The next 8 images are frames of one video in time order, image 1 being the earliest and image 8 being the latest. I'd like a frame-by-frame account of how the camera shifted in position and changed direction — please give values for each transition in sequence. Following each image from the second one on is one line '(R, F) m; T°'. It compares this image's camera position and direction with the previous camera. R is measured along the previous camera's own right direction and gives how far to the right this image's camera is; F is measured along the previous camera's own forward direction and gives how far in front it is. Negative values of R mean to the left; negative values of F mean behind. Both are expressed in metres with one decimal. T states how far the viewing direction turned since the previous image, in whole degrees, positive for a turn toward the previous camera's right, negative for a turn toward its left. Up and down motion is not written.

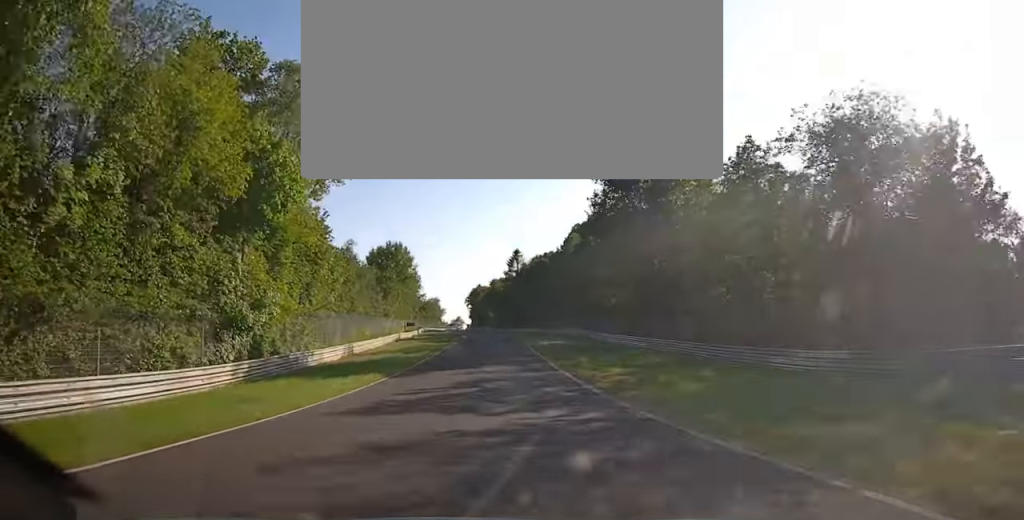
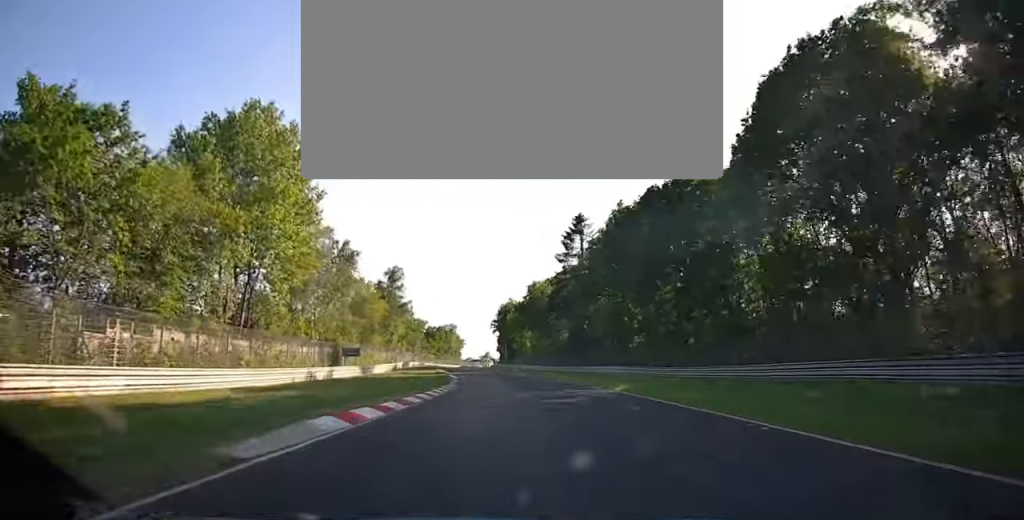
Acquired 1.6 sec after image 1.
(-1.1, +76.2) m; -2°
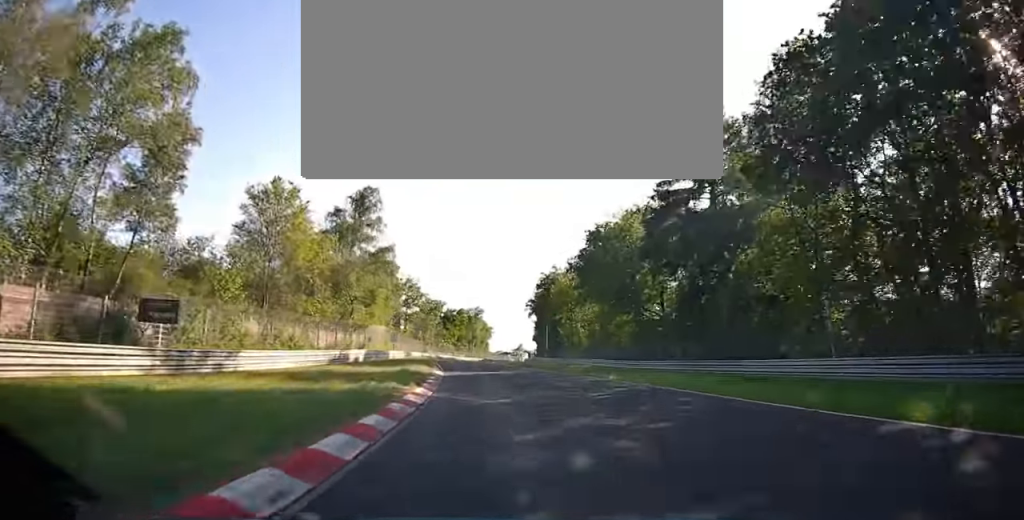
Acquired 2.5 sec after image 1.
(-0.7, +38.8) m; -2°
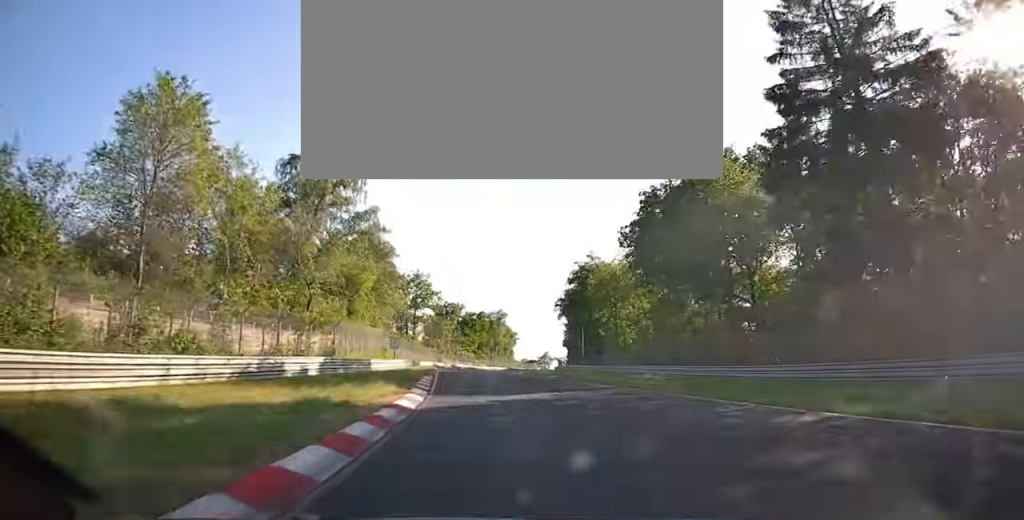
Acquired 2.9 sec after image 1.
(-0.1, +15.9) m; -1°
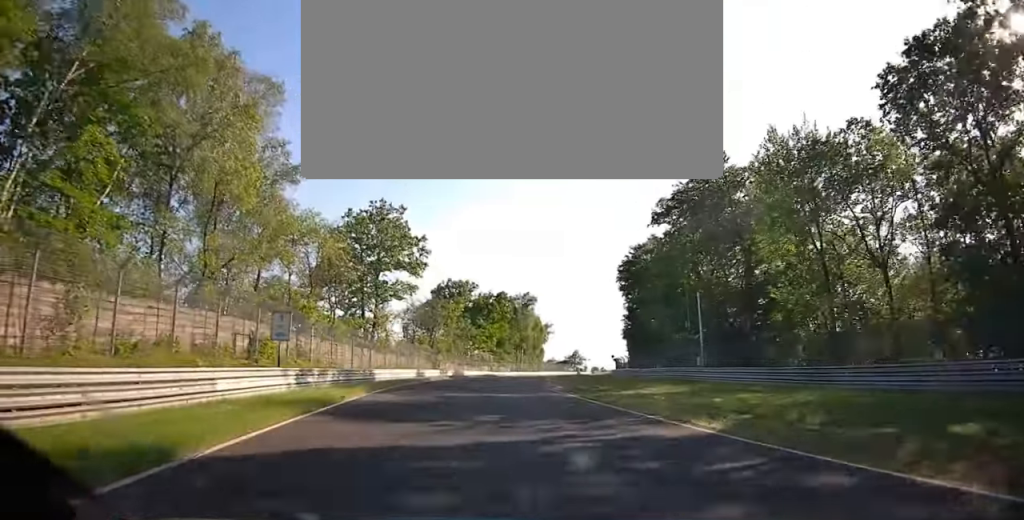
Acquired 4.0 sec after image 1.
(-1.0, +36.8) m; -2°
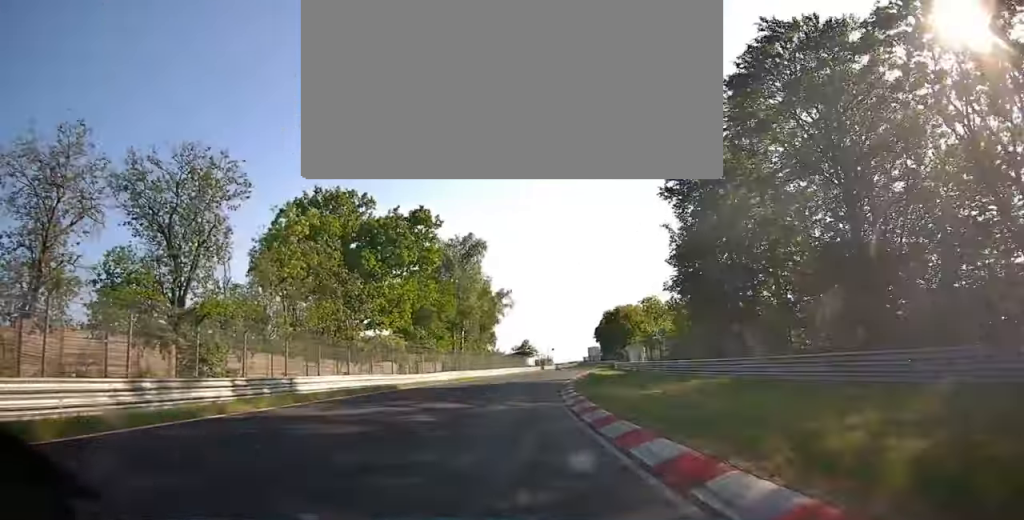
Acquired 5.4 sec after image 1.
(+0.6, +43.7) m; +3°
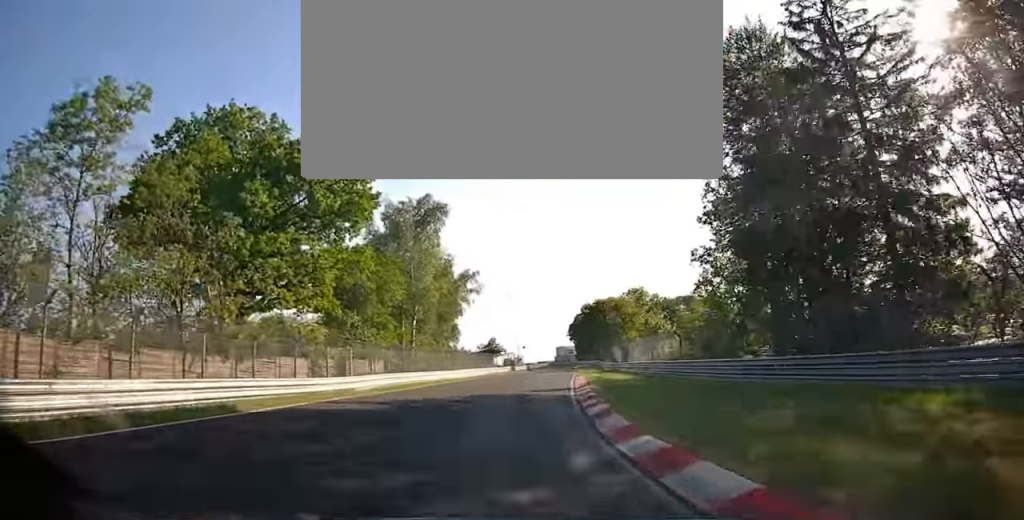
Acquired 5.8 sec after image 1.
(+0.2, +14.5) m; +2°
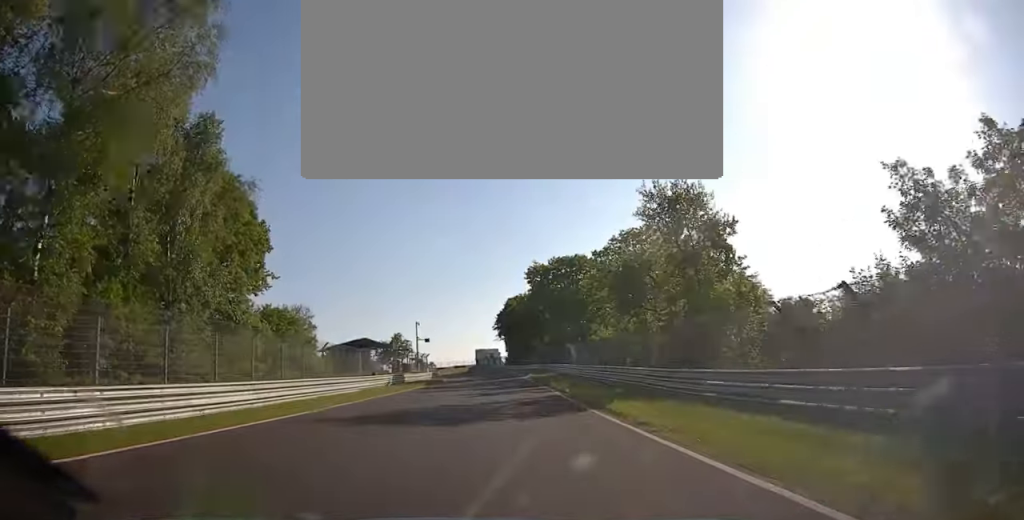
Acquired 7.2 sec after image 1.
(+3.1, +49.1) m; +7°
